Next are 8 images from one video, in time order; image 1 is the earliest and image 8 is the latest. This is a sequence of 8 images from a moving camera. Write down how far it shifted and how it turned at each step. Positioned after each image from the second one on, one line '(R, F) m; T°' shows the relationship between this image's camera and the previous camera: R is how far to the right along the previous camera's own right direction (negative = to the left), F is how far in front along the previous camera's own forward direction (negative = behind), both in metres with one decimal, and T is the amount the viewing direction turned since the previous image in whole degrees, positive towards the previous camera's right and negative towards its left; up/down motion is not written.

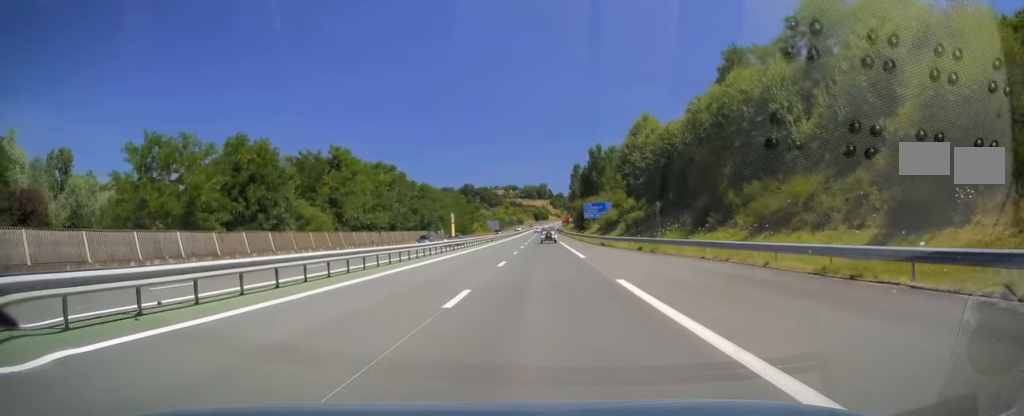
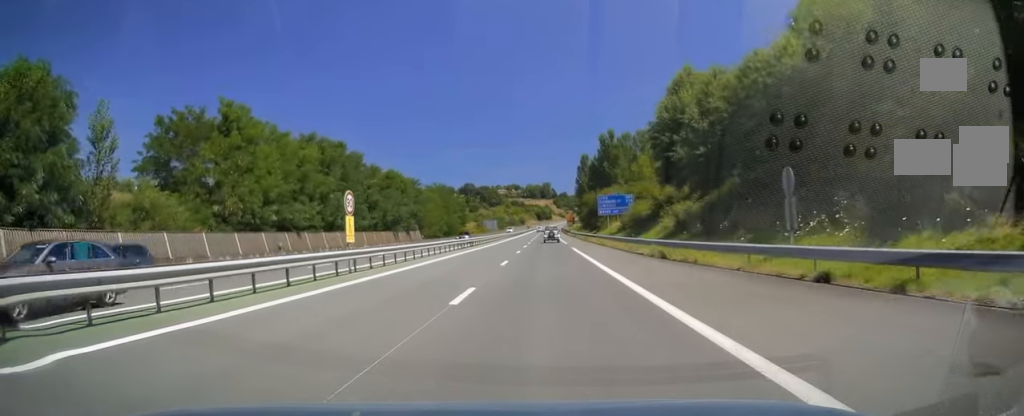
(-0.1, +25.4) m; -1°
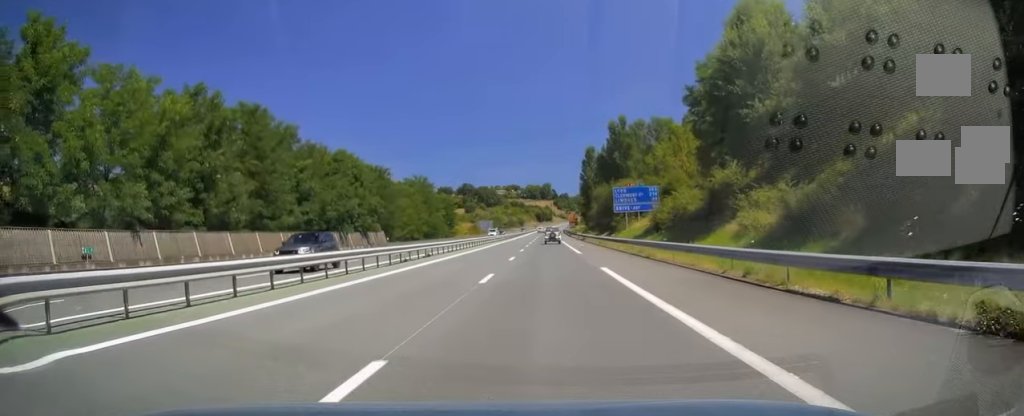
(-0.1, +21.1) m; 0°
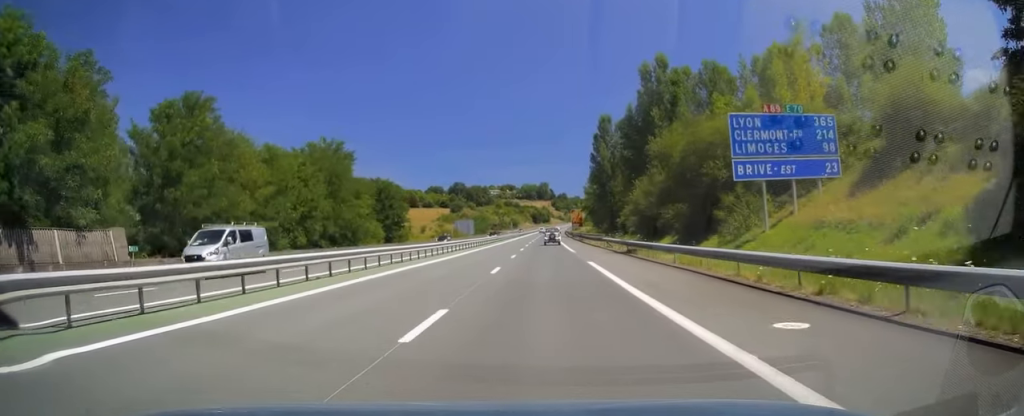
(+0.3, +47.4) m; +1°
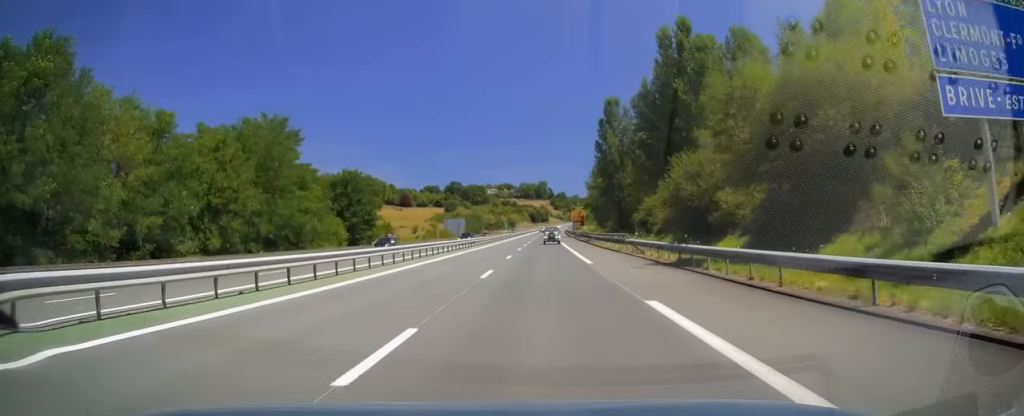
(0.0, +15.1) m; 0°
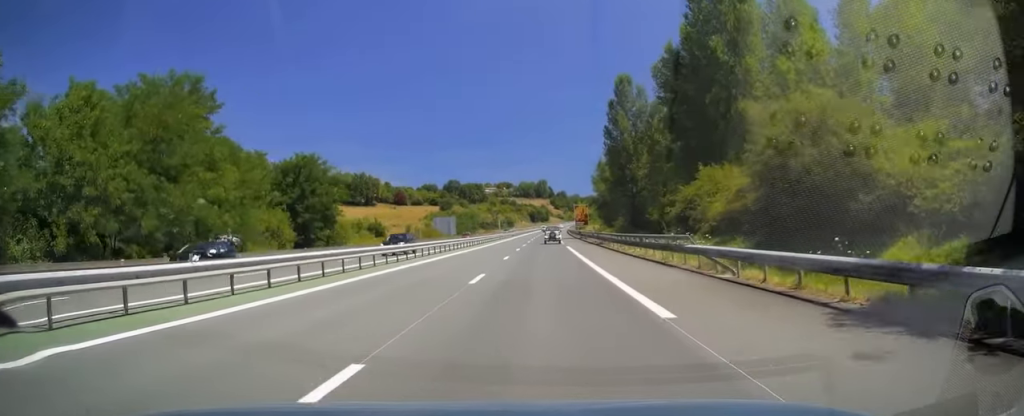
(0.0, +15.1) m; 0°
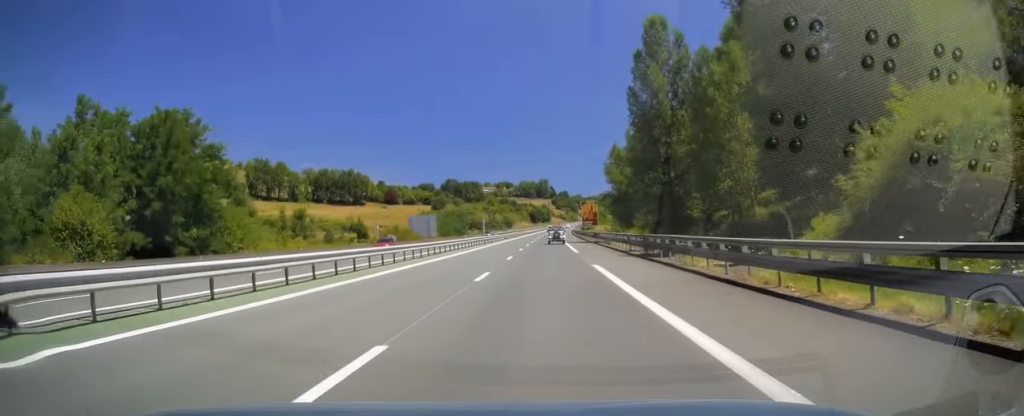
(-0.2, +24.9) m; 0°
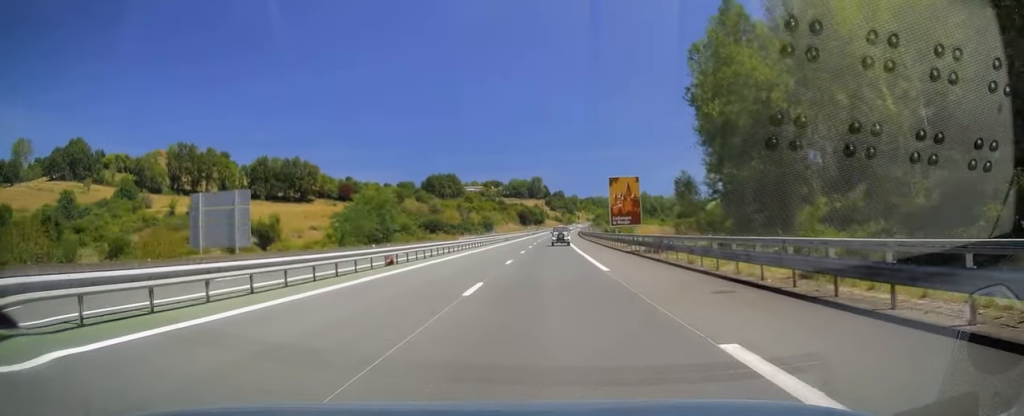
(-0.1, +68.4) m; 0°
